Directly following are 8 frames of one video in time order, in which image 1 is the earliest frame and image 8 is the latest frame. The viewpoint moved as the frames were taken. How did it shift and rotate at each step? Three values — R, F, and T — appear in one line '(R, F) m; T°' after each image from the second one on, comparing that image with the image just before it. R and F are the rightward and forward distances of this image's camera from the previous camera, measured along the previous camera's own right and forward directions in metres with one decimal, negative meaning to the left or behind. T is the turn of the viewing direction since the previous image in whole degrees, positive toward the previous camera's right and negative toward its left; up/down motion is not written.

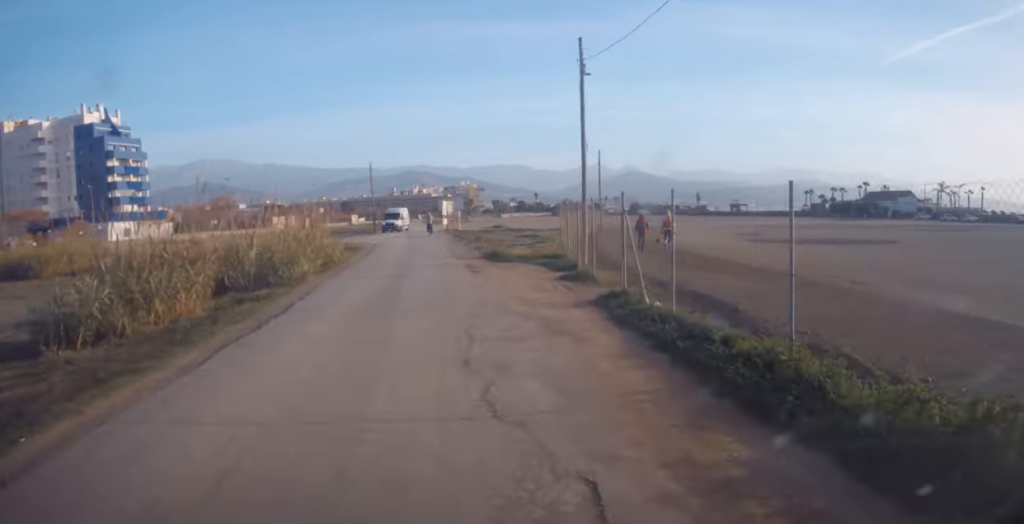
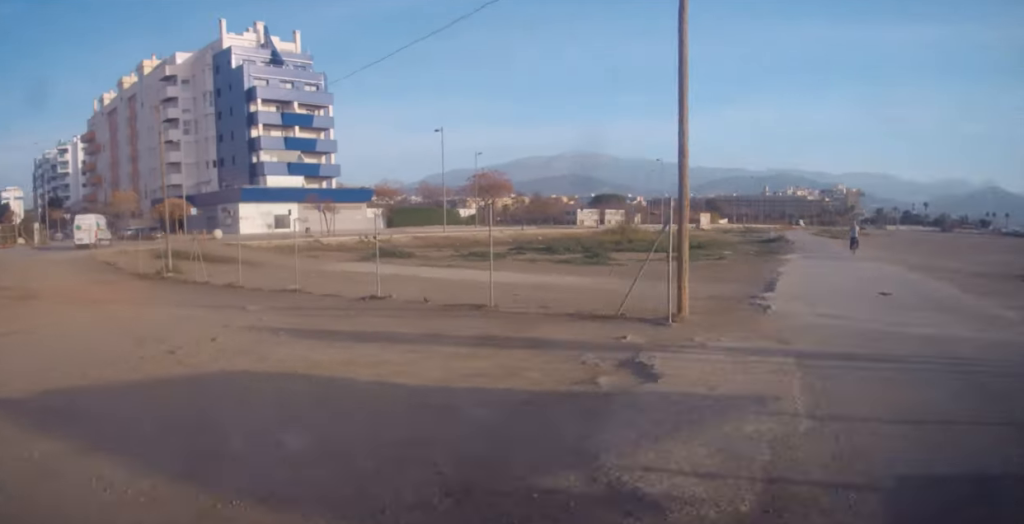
(-9.2, +51.4) m; -39°
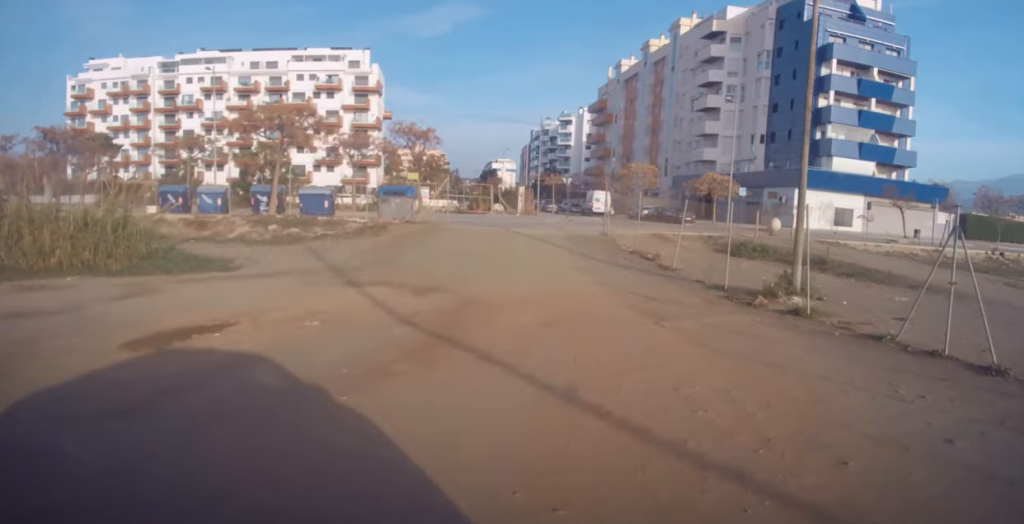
(-7.0, +19.0) m; -15°
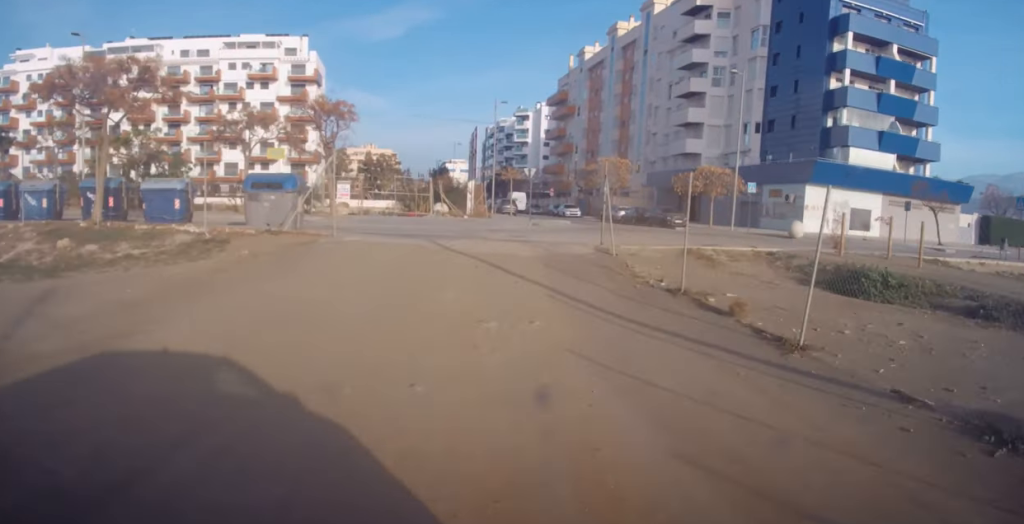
(-0.3, +13.3) m; -3°
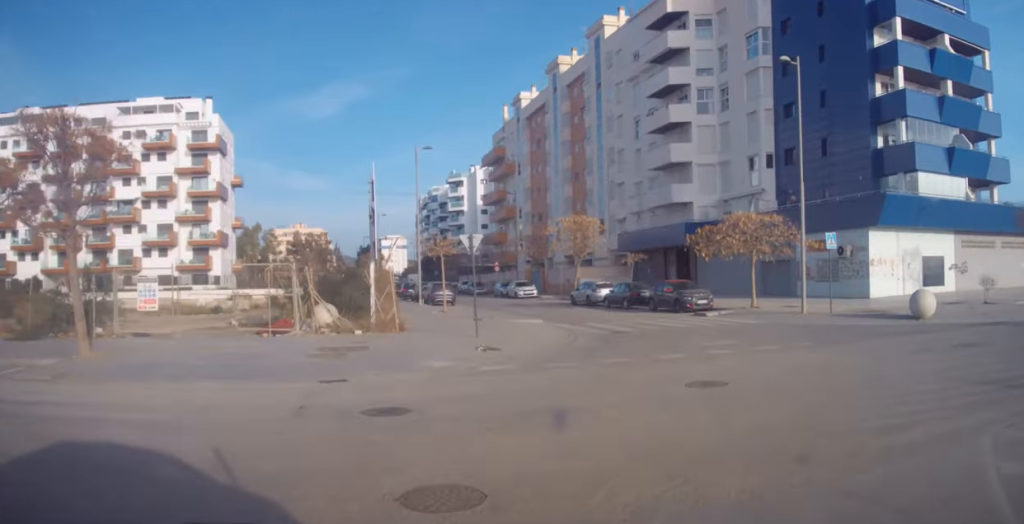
(+0.9, +20.8) m; -3°
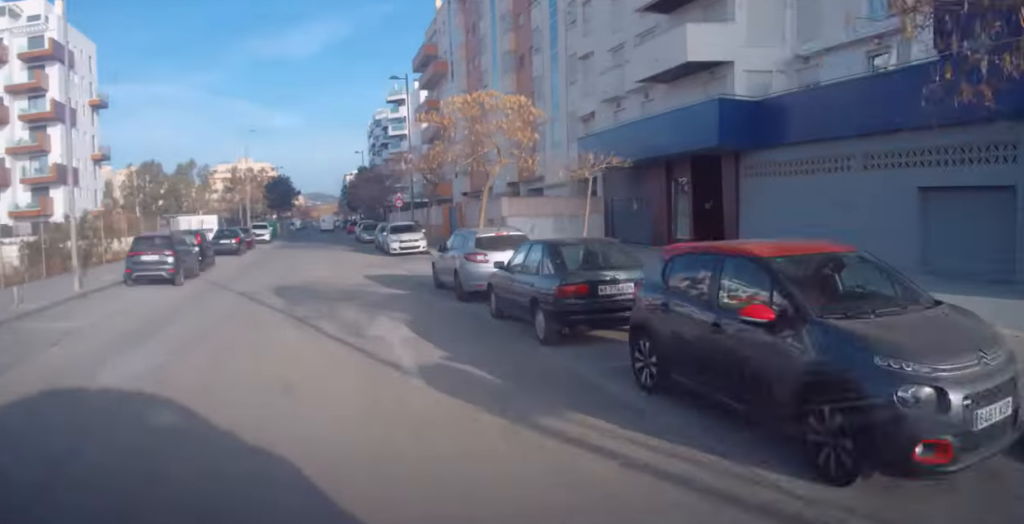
(-2.1, +29.1) m; -9°
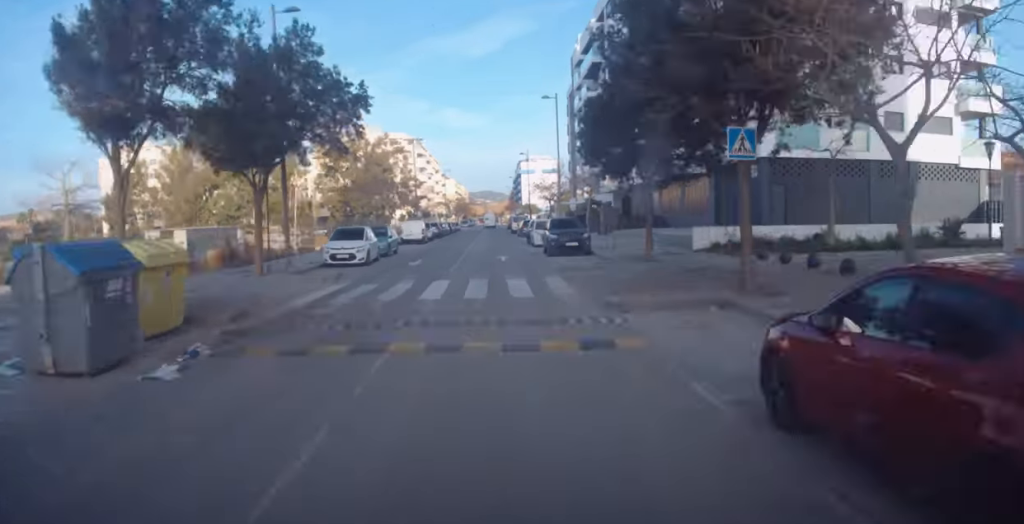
(-7.5, +68.6) m; -9°
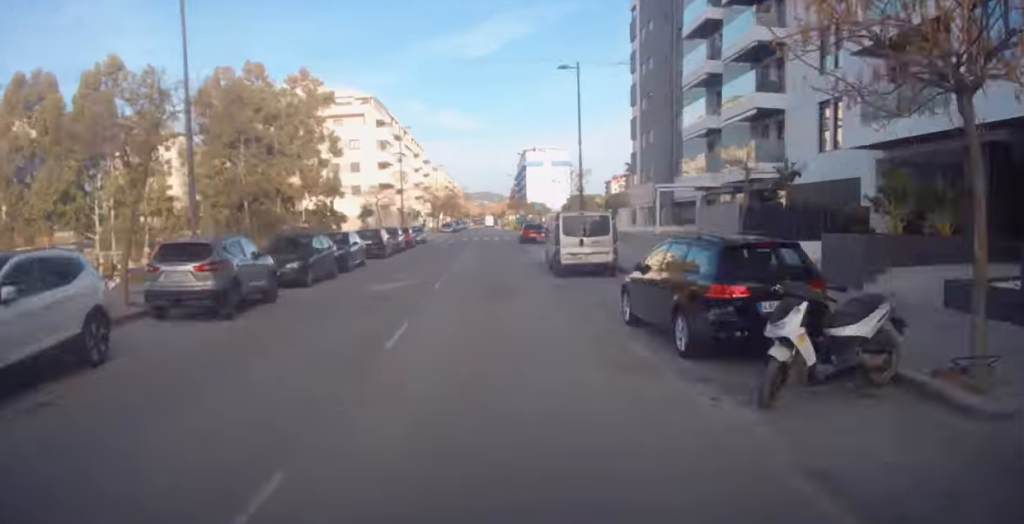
(-1.7, +54.0) m; +1°
